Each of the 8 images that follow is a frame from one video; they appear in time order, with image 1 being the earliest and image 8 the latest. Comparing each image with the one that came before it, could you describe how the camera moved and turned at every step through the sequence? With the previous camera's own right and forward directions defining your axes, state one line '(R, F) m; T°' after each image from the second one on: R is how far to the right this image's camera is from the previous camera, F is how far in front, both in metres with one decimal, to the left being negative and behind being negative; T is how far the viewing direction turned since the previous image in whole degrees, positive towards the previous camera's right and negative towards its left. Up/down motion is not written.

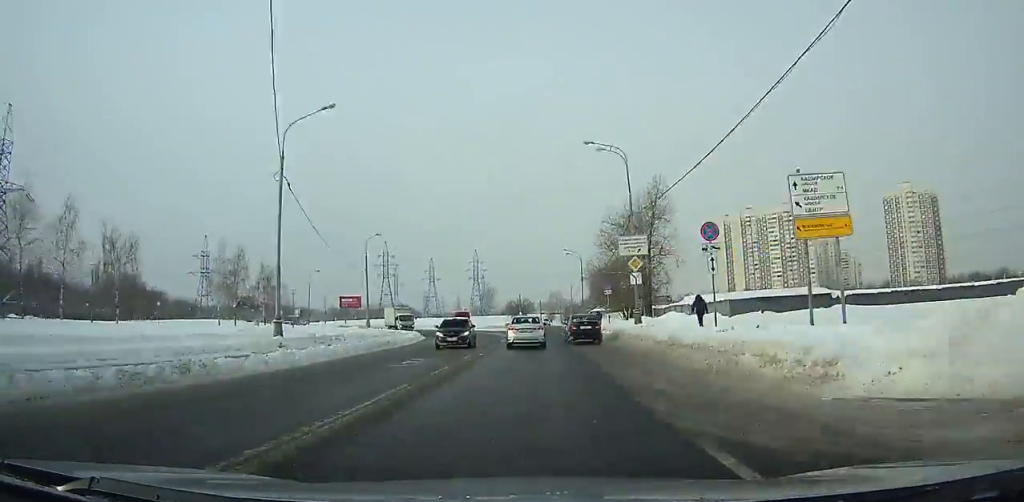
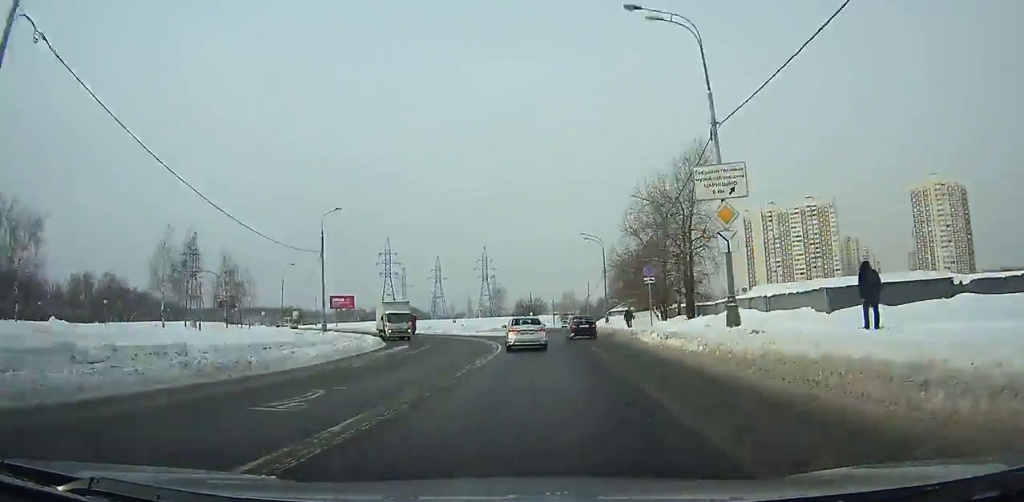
(+0.2, +15.9) m; -2°
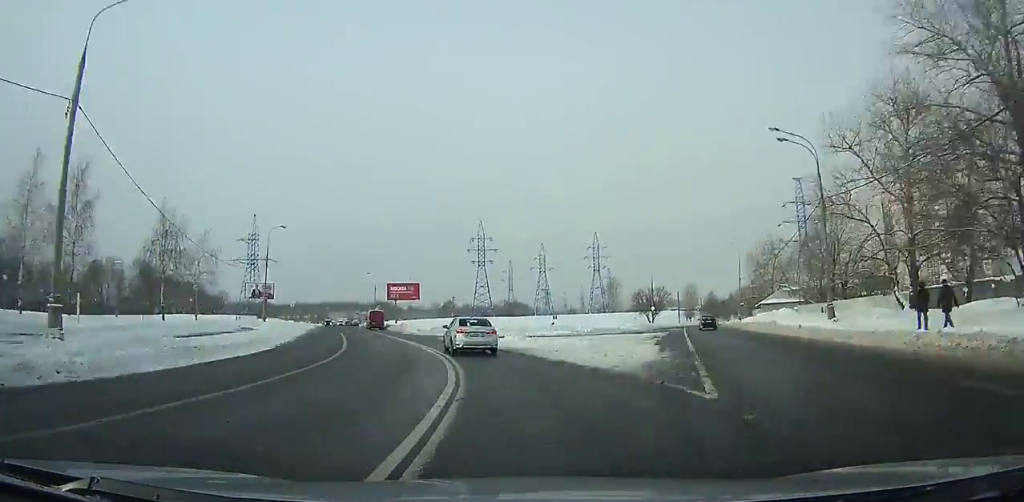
(-1.8, +36.1) m; -11°
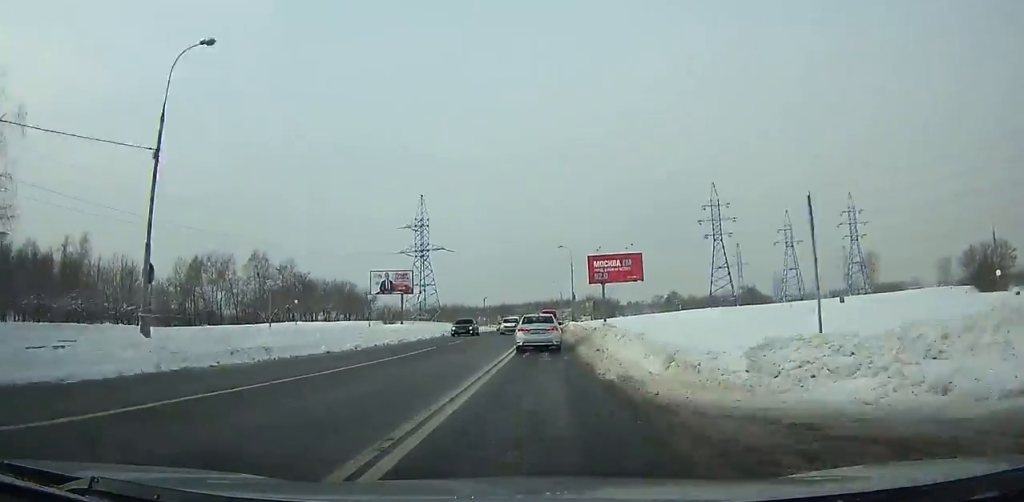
(-8.5, +45.4) m; -15°
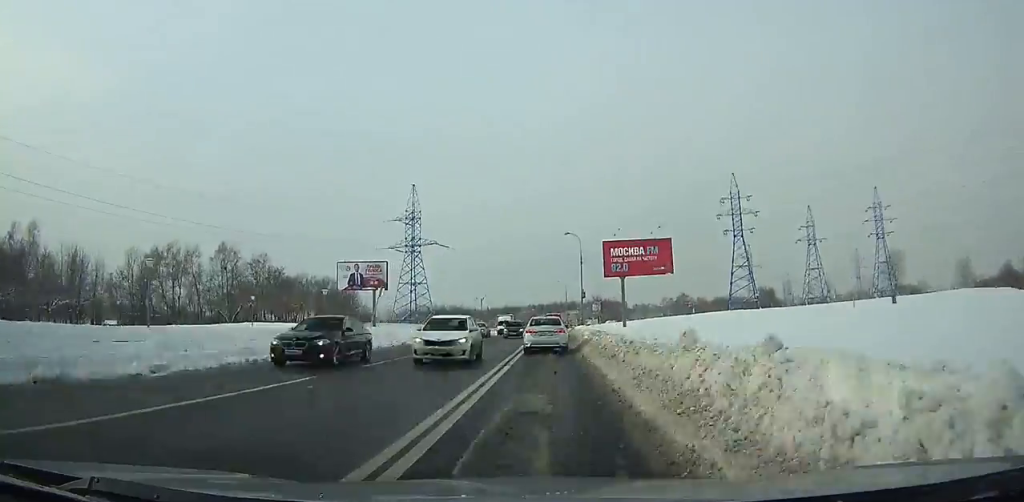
(-0.6, +14.4) m; -1°
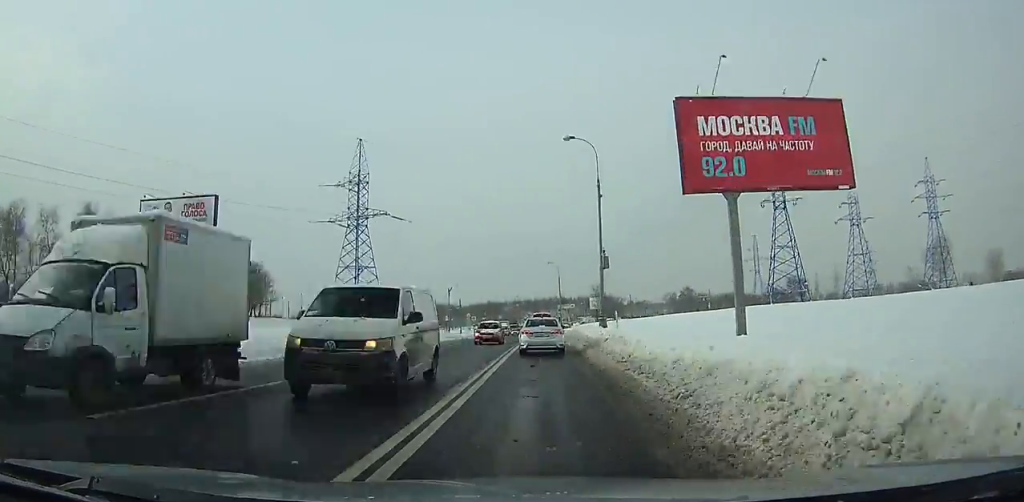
(-0.2, +33.4) m; -1°
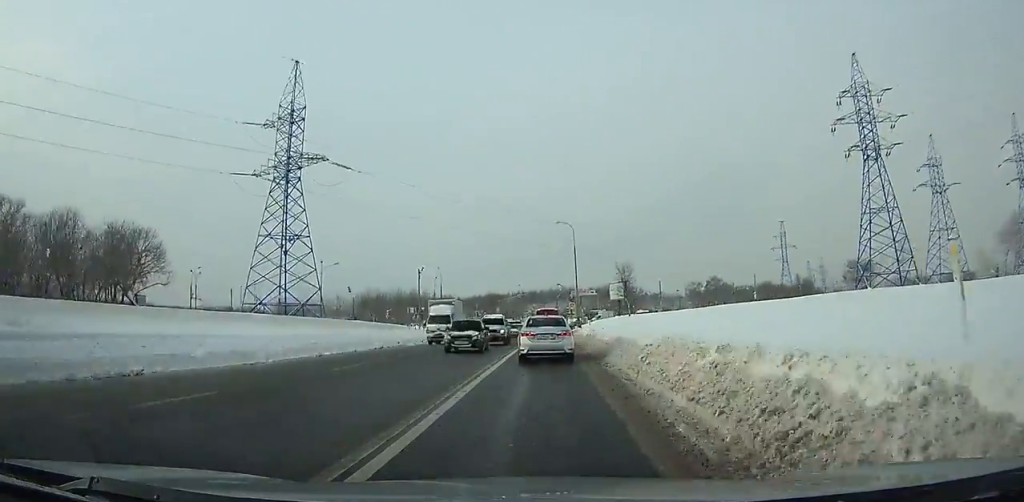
(-0.3, +31.4) m; -1°
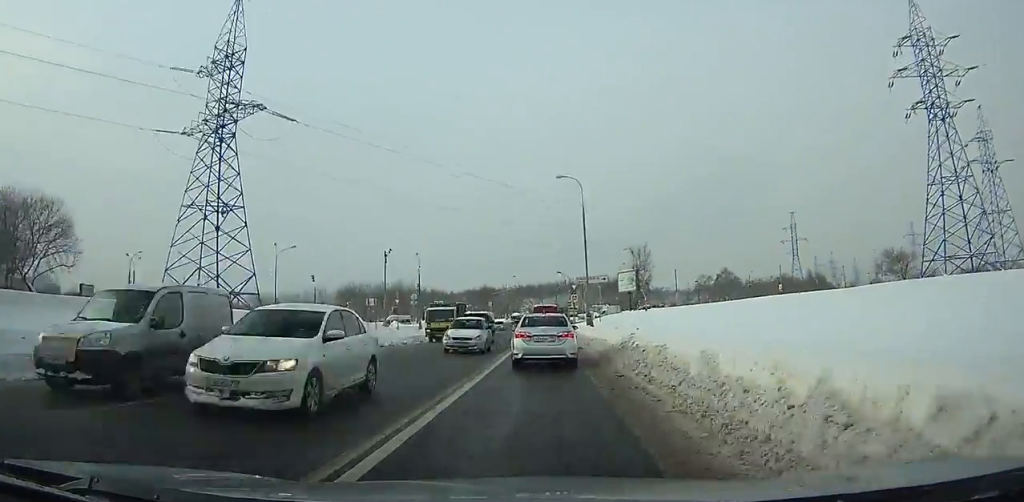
(0.0, +16.3) m; 0°
